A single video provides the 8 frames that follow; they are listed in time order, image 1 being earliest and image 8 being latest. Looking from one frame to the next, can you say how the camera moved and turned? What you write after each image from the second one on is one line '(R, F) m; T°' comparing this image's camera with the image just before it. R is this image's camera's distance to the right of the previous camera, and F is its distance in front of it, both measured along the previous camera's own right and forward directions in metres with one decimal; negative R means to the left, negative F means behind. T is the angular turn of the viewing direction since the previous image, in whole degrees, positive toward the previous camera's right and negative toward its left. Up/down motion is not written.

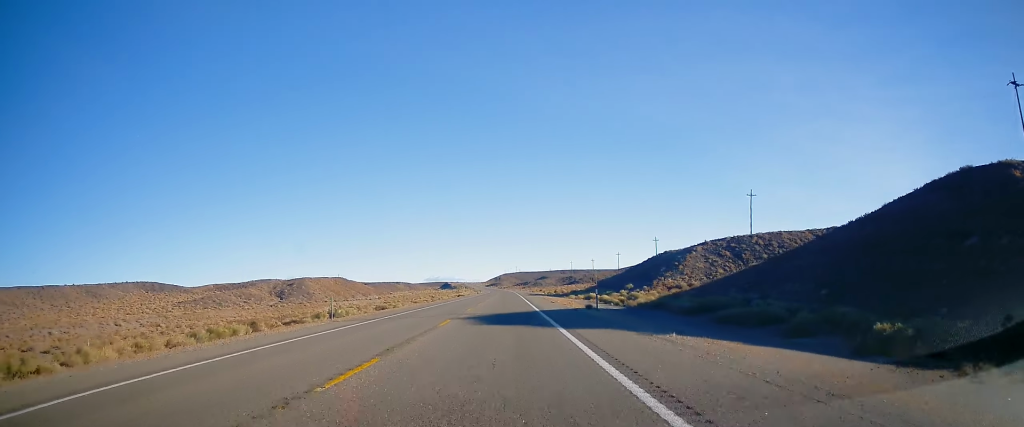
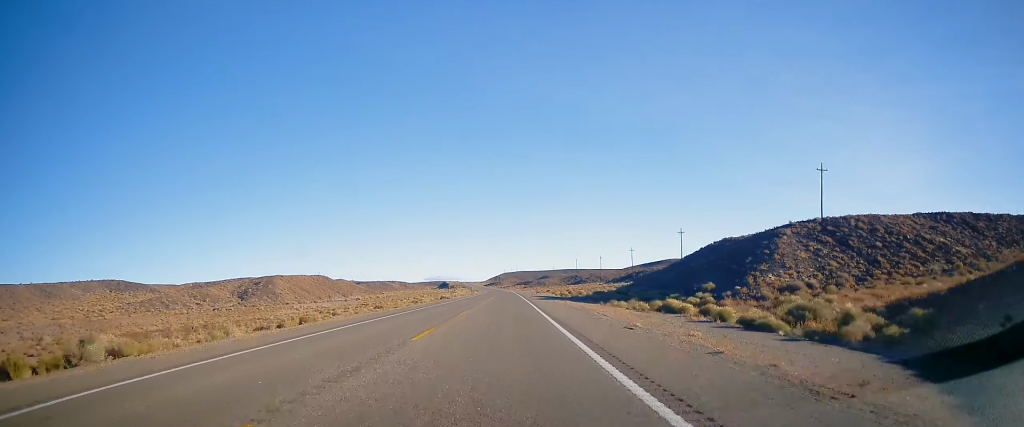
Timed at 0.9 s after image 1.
(-0.2, +29.4) m; 0°
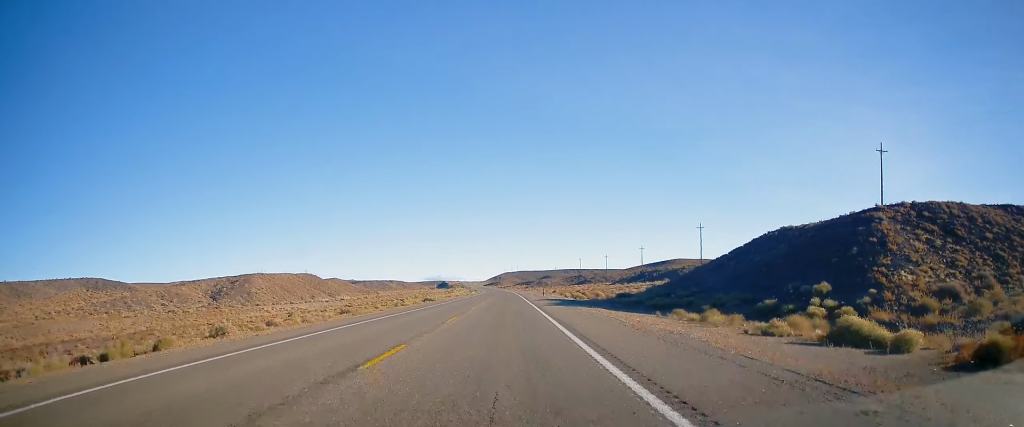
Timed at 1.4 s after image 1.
(0.0, +17.0) m; 0°
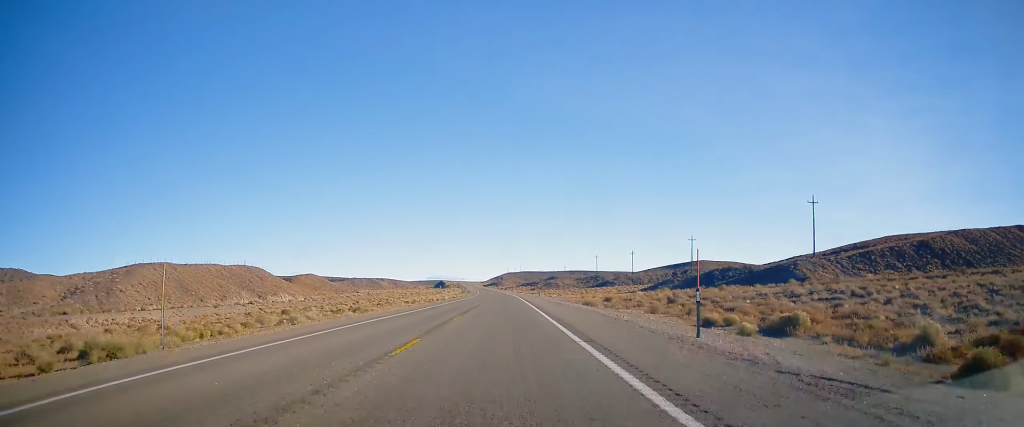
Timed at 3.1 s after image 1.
(+0.2, +59.0) m; 0°
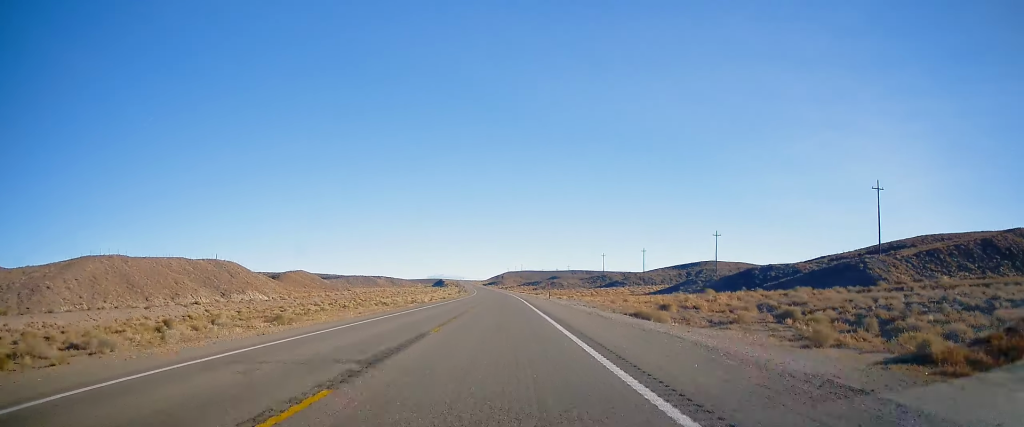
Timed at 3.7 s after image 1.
(+0.2, +19.3) m; 0°
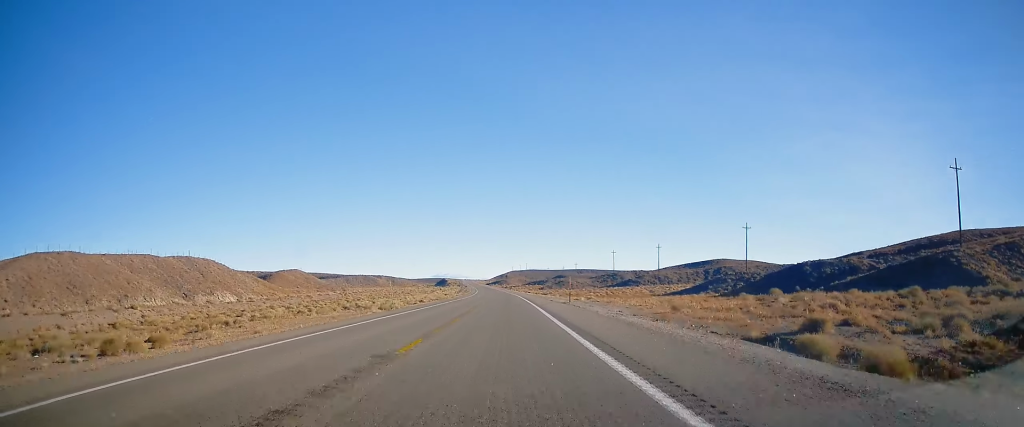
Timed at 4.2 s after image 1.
(-0.1, +17.0) m; 0°
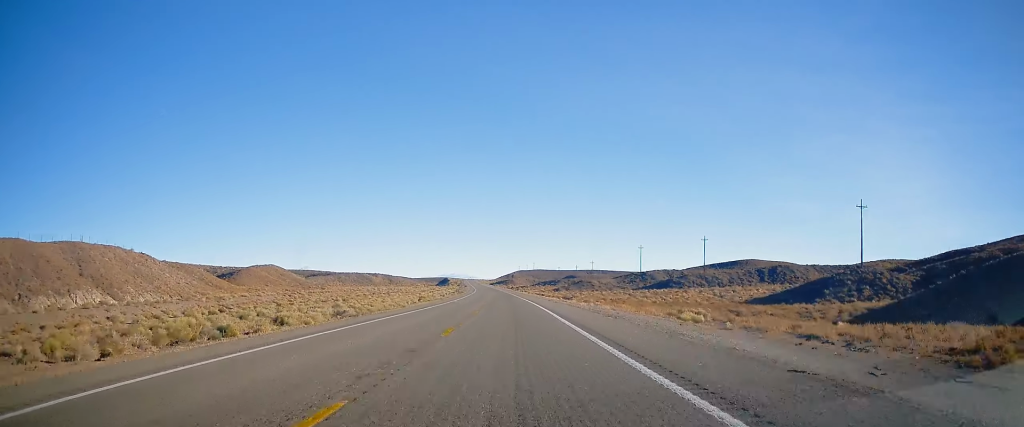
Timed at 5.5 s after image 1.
(-0.6, +44.5) m; -1°
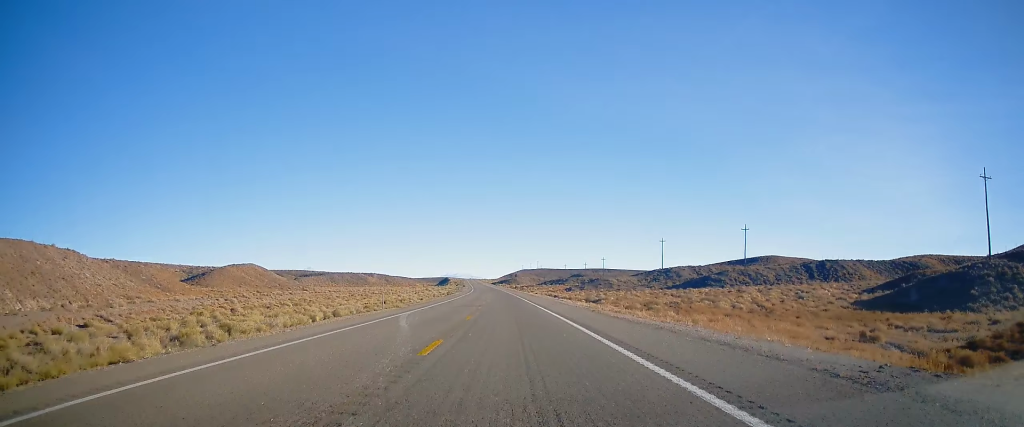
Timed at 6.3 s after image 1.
(-0.2, +28.8) m; 0°
